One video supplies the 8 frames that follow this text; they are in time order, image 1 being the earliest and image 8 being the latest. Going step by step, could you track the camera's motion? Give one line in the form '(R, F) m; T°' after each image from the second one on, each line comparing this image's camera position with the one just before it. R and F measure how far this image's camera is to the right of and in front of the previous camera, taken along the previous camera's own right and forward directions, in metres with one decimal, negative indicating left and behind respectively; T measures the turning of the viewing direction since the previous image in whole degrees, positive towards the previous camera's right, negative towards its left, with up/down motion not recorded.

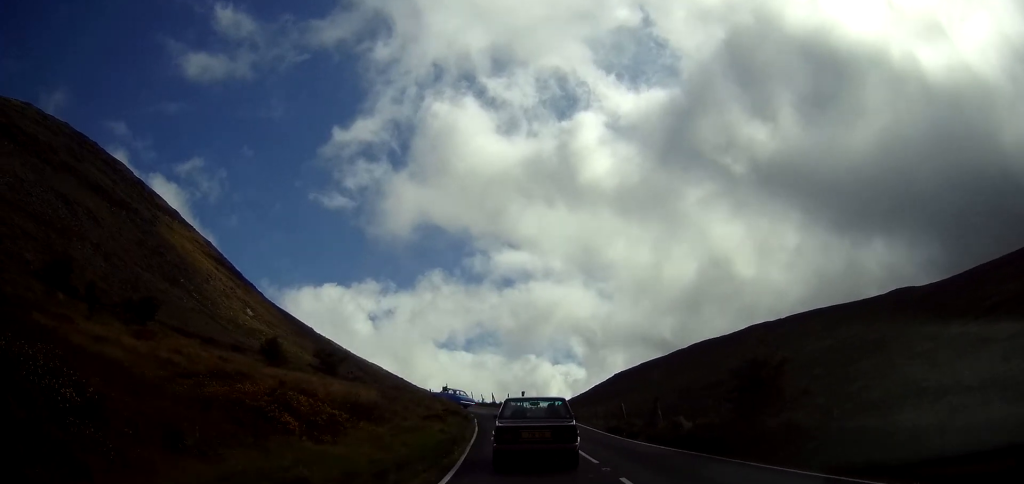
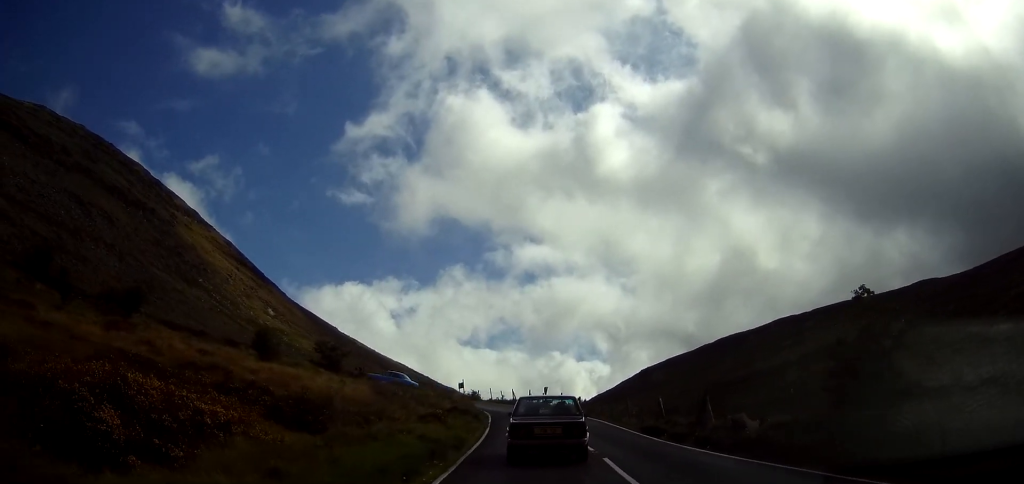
(-0.1, +5.1) m; -2°
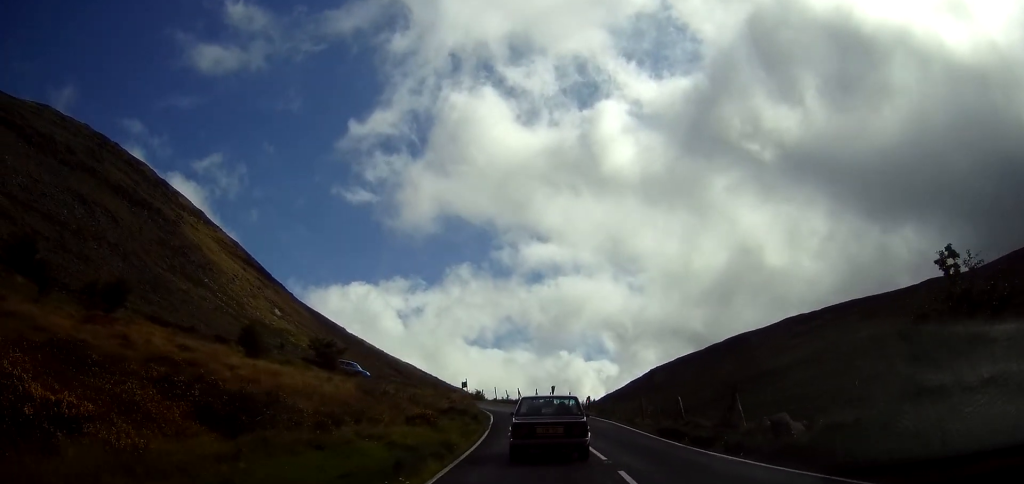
(-0.1, +2.7) m; 0°
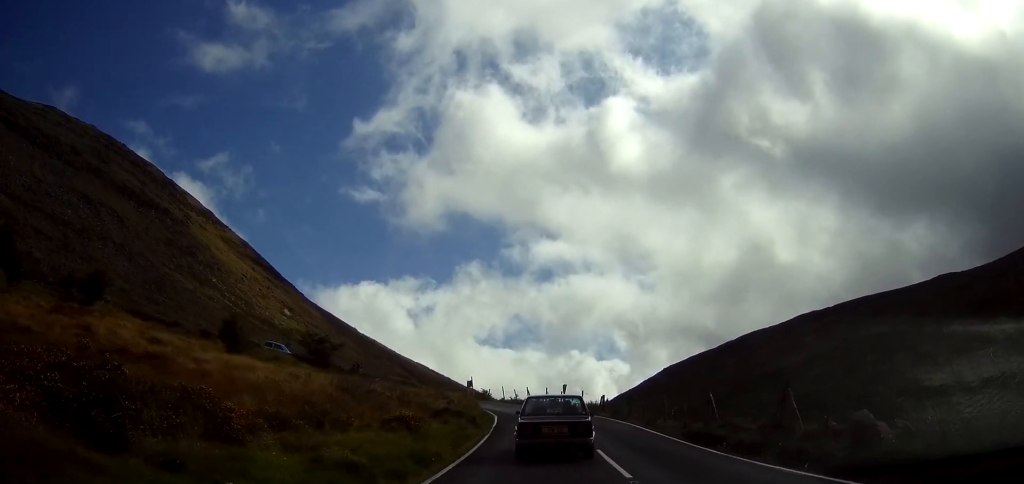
(+0.1, +3.5) m; +1°
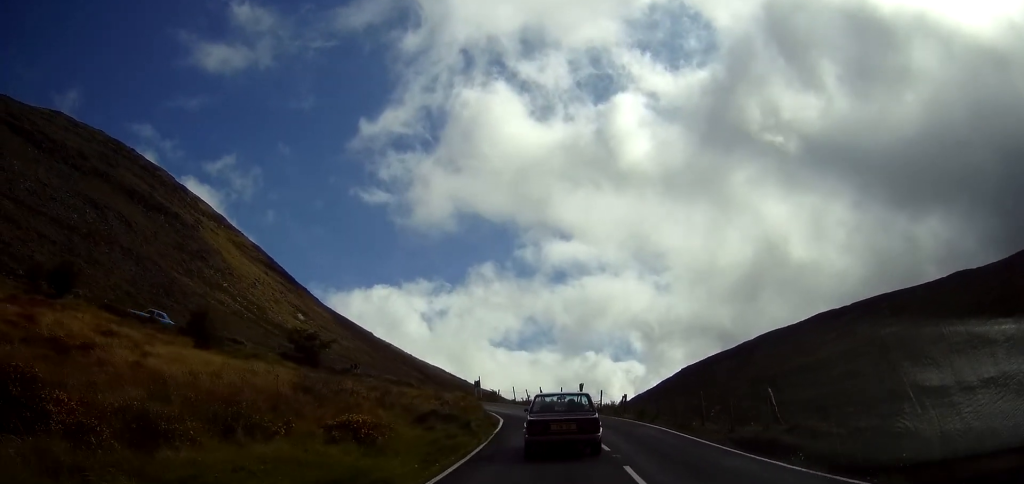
(+0.1, +4.7) m; 0°
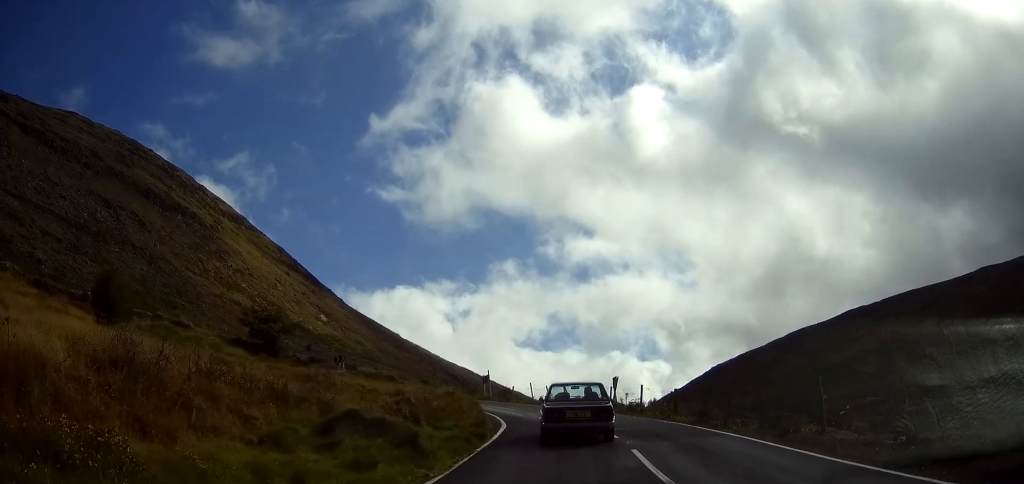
(-0.2, +9.2) m; -3°
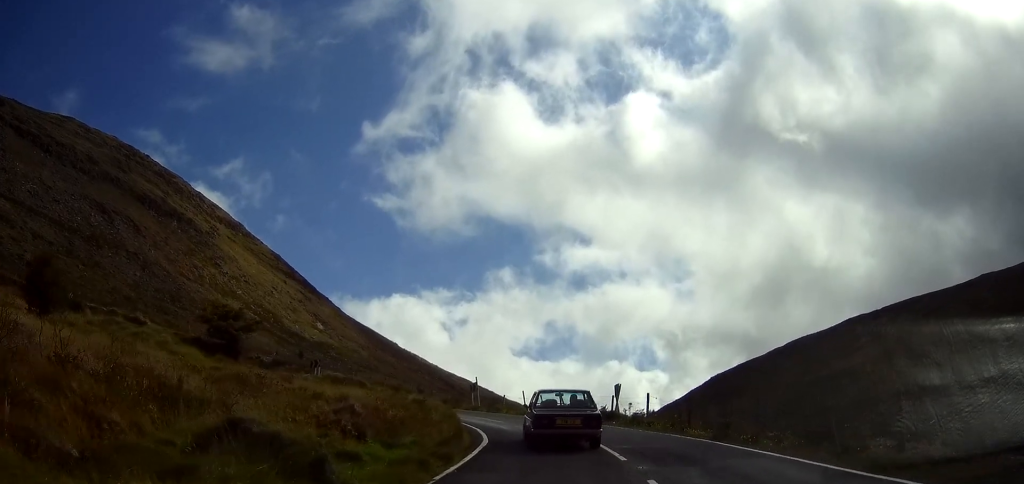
(-0.1, +3.8) m; -1°
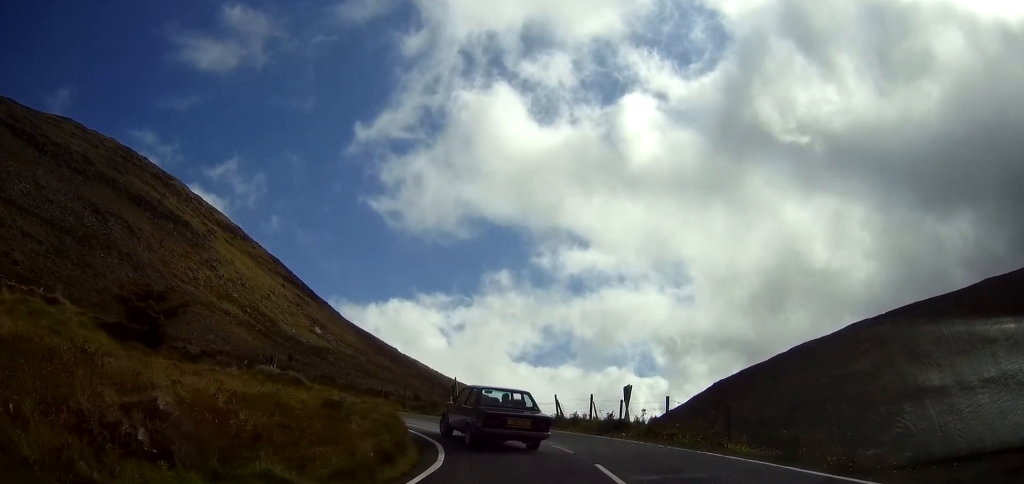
(0.0, +6.1) m; 0°
